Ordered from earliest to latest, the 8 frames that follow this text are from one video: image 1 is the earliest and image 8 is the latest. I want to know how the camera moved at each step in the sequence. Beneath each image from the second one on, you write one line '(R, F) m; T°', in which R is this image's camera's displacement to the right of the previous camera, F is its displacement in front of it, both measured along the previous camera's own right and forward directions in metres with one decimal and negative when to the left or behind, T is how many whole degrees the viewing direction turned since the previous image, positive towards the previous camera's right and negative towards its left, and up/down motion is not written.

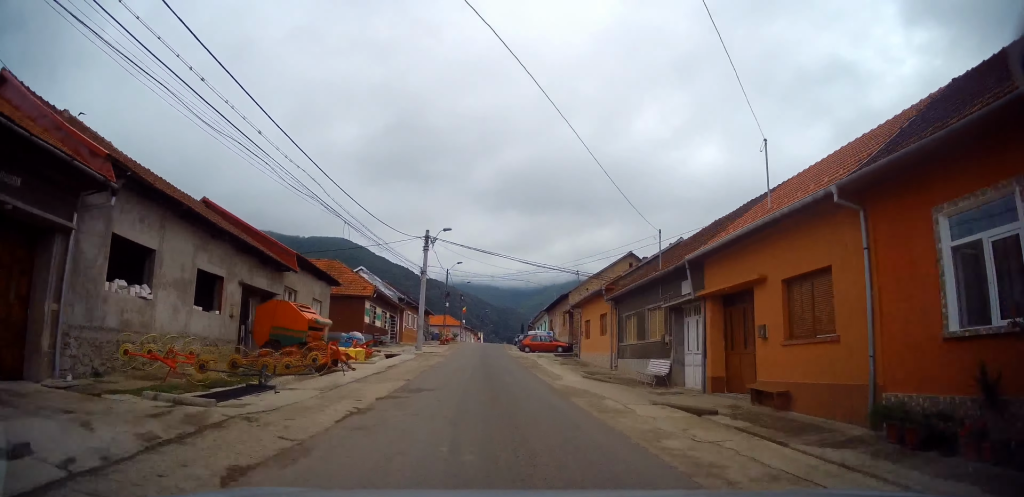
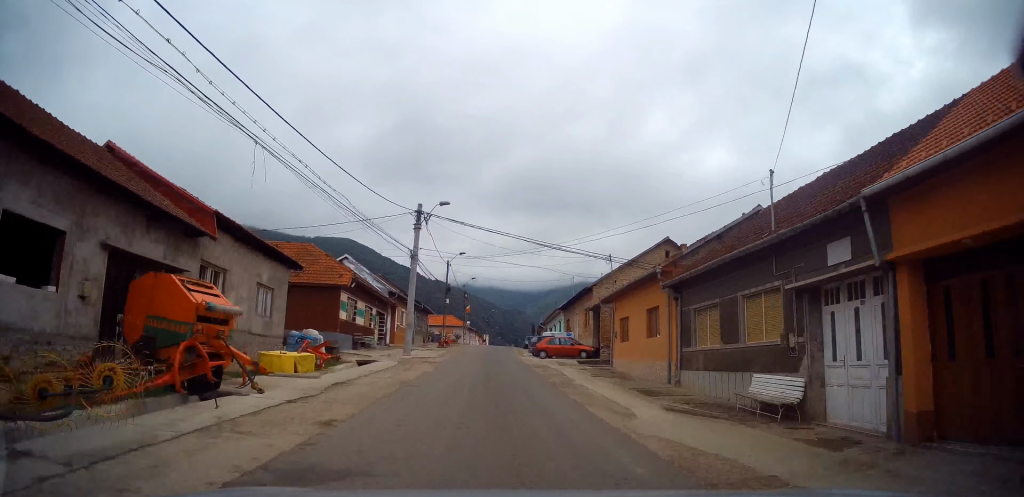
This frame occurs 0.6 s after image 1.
(+0.1, +8.0) m; 0°
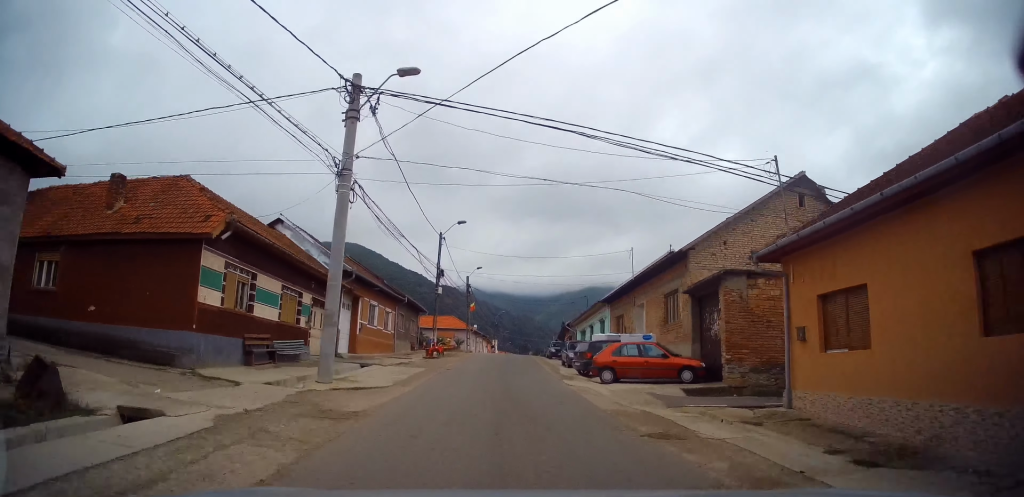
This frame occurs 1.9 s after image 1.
(-0.5, +16.1) m; -2°
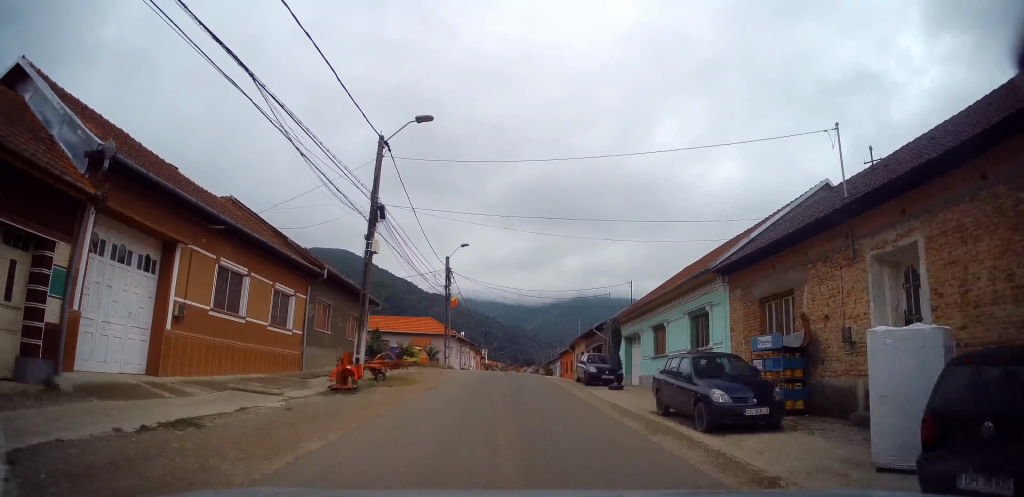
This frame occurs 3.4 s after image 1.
(+0.1, +18.3) m; +2°
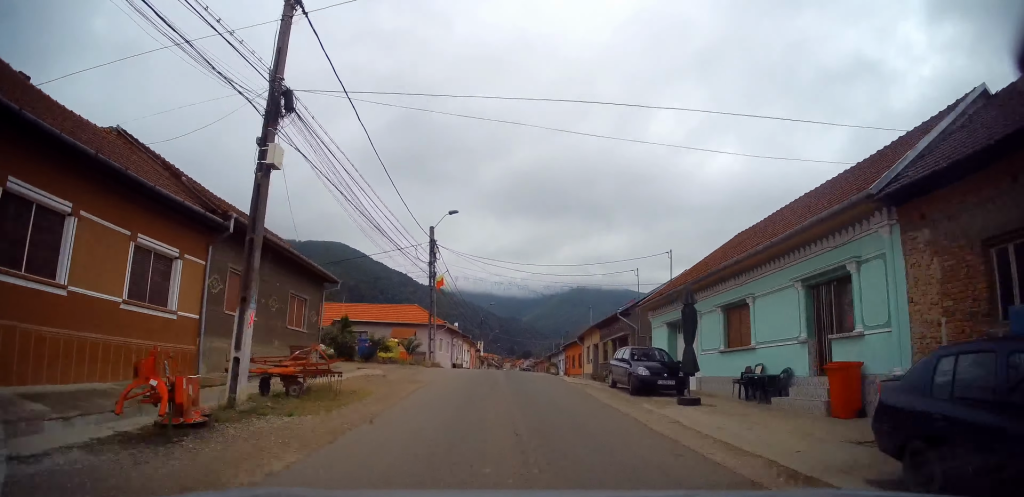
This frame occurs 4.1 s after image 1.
(0.0, +8.0) m; 0°
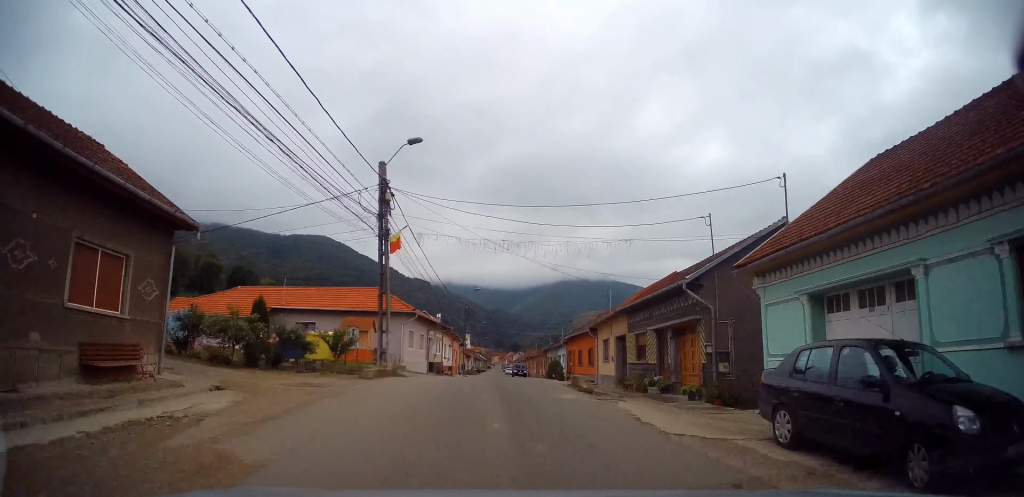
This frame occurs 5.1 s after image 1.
(0.0, +11.3) m; +1°
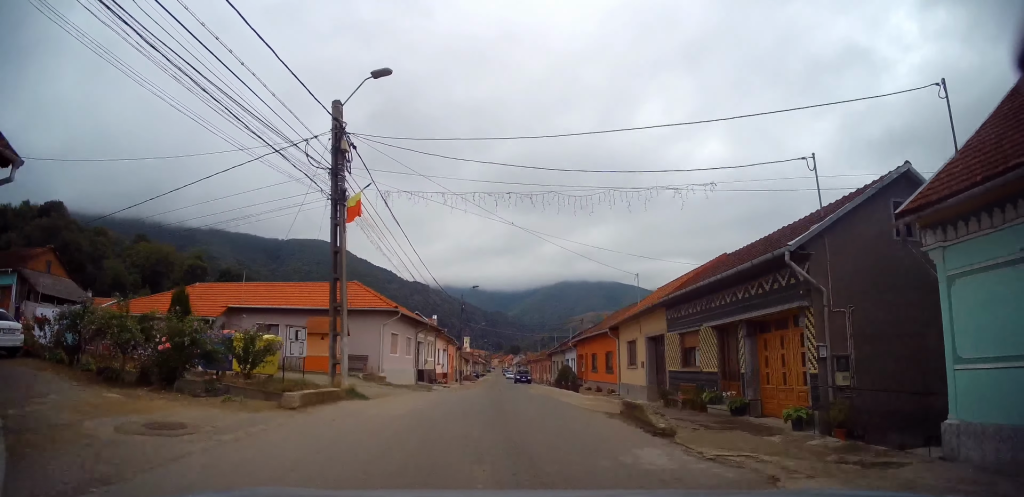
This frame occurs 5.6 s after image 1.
(0.0, +6.5) m; +1°
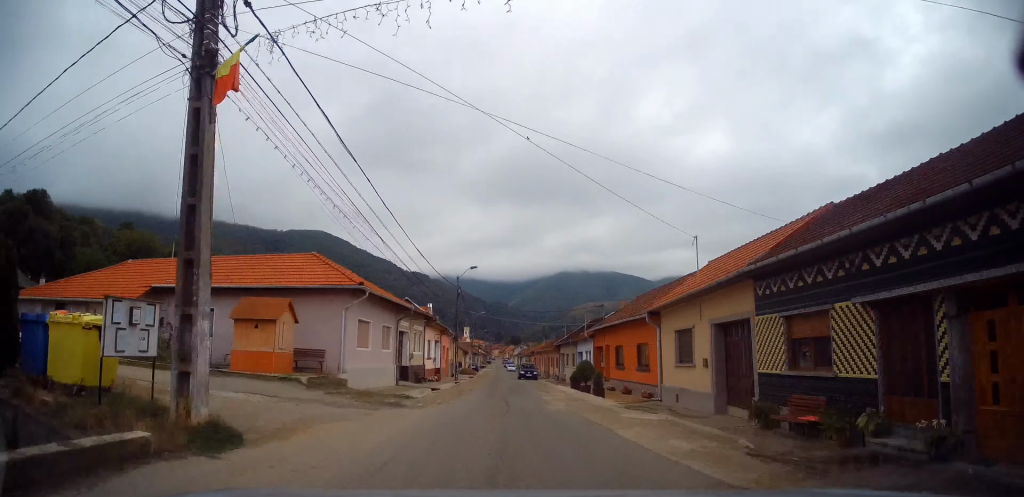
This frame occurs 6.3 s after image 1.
(+0.3, +7.8) m; +1°
